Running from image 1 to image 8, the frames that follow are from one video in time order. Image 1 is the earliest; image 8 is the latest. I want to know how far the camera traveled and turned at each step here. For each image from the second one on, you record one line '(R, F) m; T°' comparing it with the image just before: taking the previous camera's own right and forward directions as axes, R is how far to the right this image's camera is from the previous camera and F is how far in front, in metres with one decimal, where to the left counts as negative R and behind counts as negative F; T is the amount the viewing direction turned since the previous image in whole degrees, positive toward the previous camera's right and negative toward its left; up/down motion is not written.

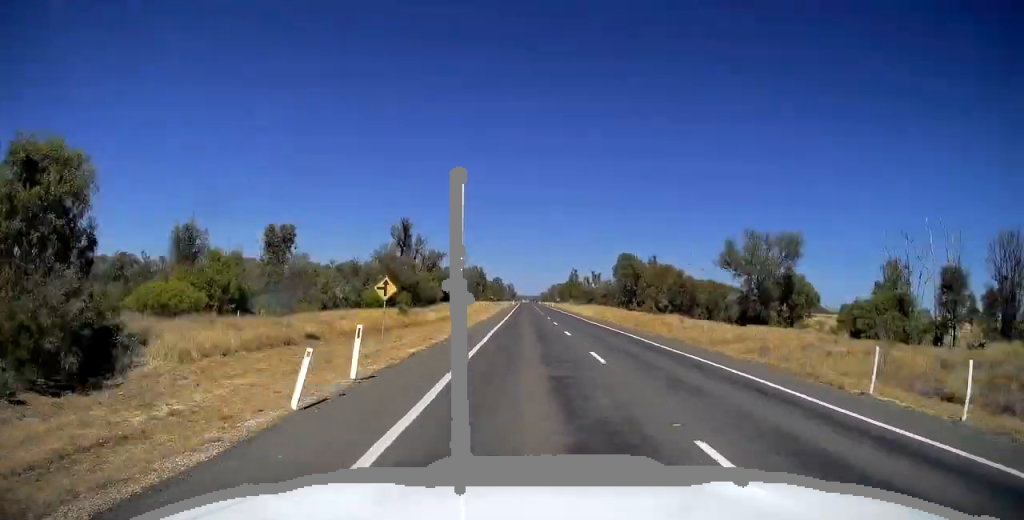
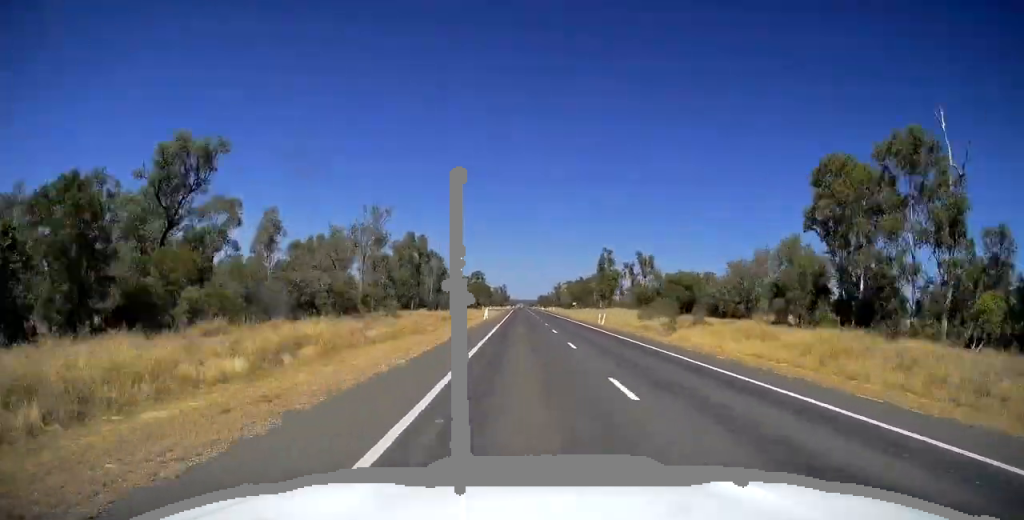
(+0.1, +116.5) m; 0°
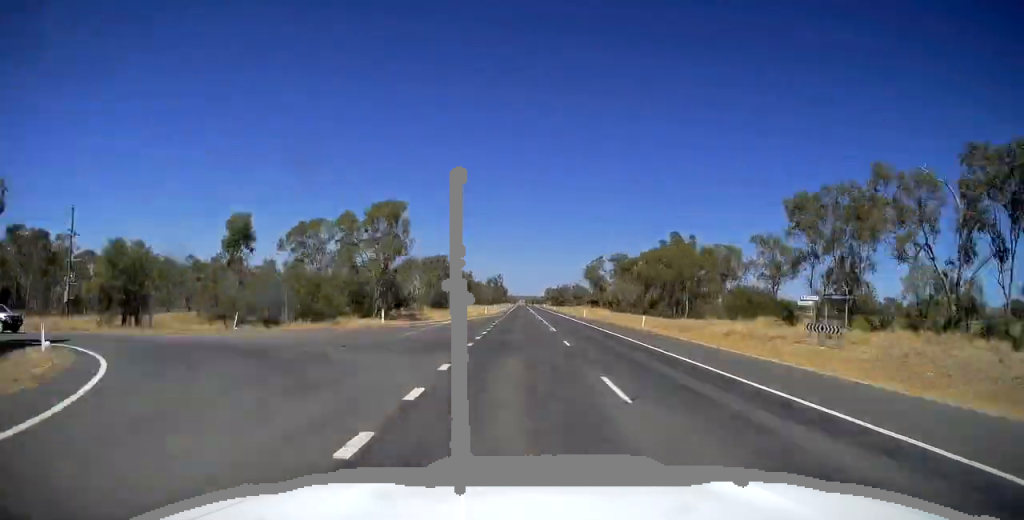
(0.0, +143.5) m; 0°
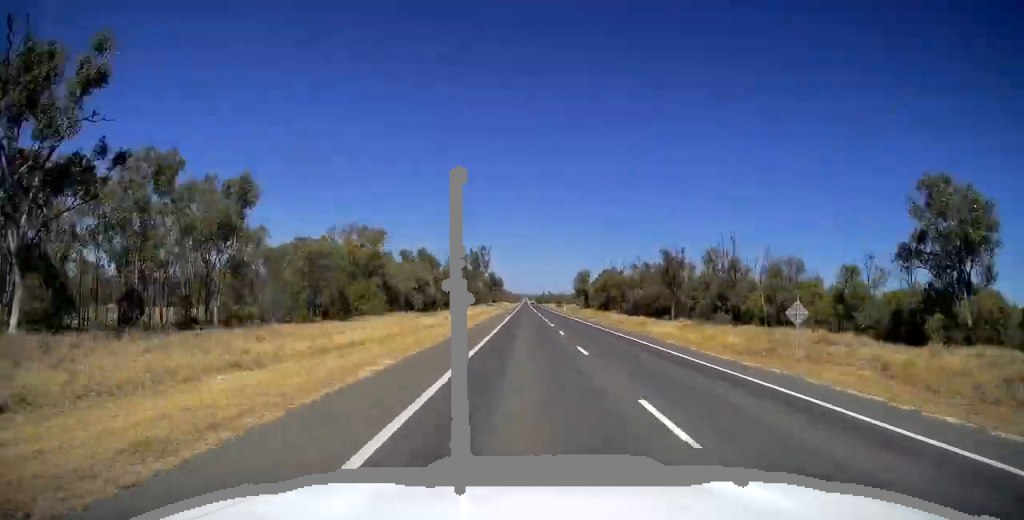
(-0.1, +188.3) m; 0°
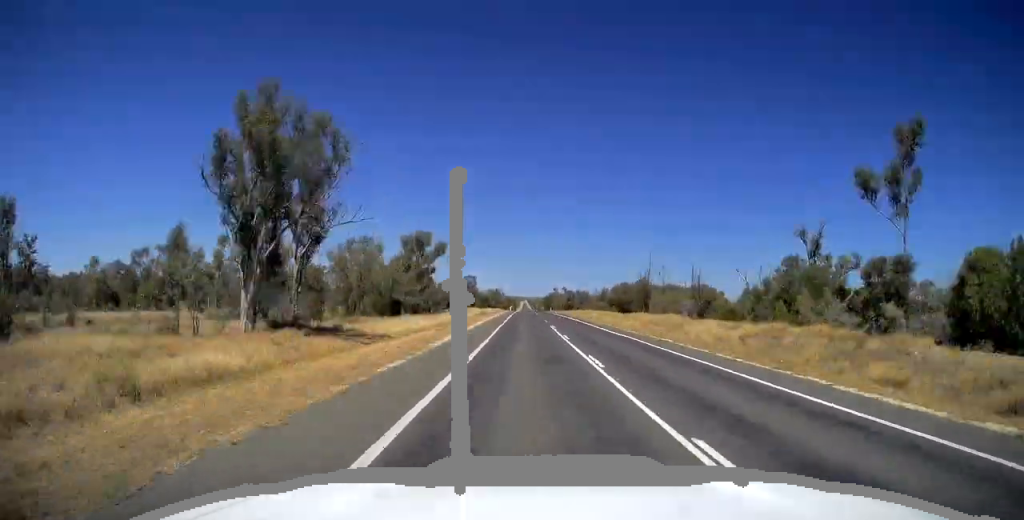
(+0.5, +242.1) m; 0°
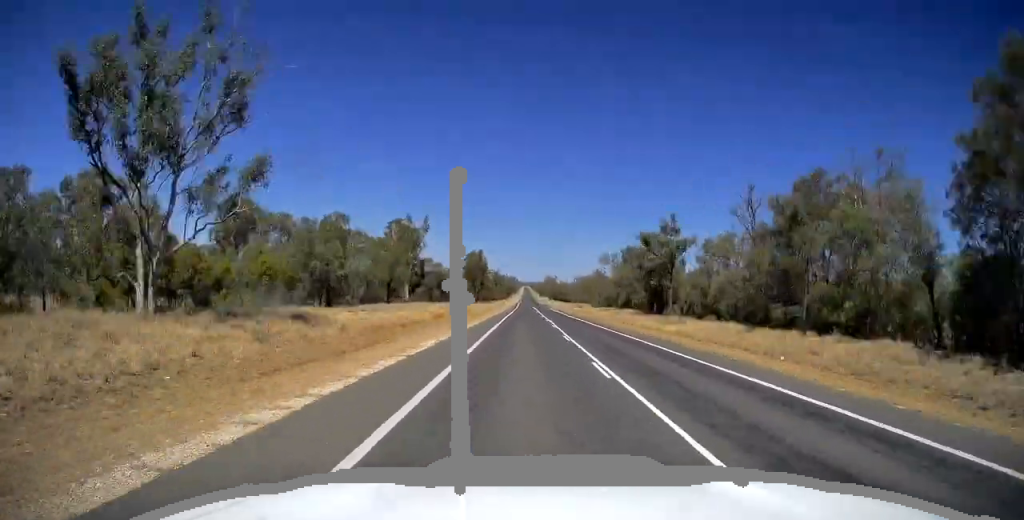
(-0.5, +358.6) m; 0°
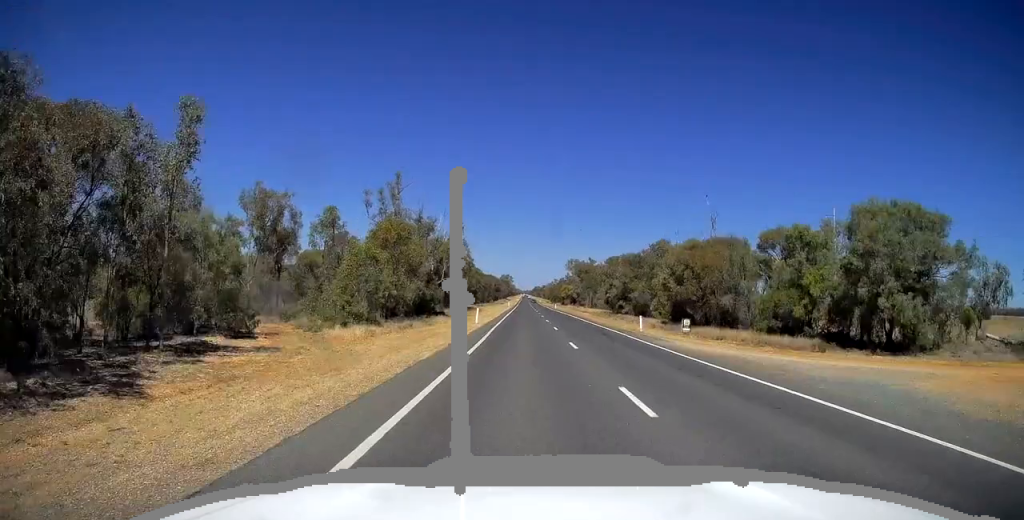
(-0.1, +241.9) m; 0°
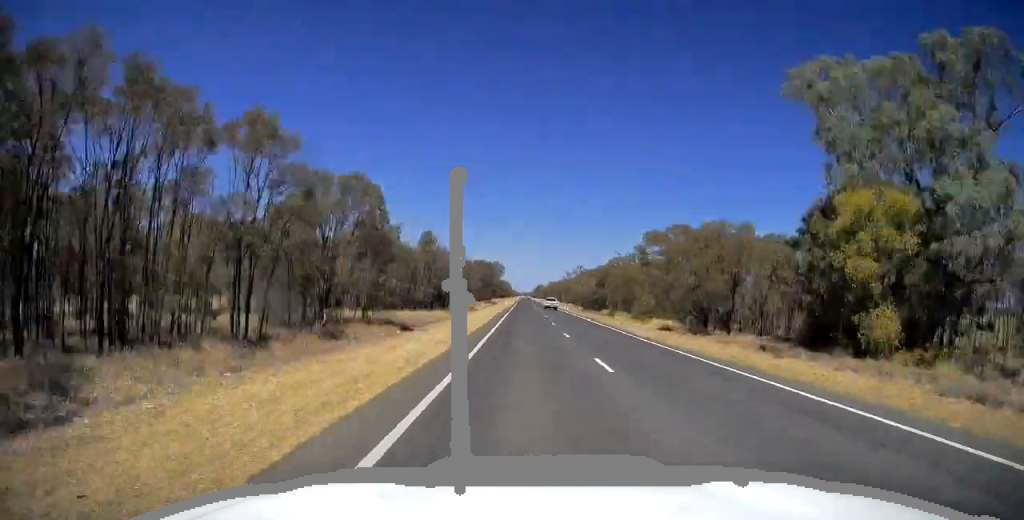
(-0.4, +170.2) m; 0°
